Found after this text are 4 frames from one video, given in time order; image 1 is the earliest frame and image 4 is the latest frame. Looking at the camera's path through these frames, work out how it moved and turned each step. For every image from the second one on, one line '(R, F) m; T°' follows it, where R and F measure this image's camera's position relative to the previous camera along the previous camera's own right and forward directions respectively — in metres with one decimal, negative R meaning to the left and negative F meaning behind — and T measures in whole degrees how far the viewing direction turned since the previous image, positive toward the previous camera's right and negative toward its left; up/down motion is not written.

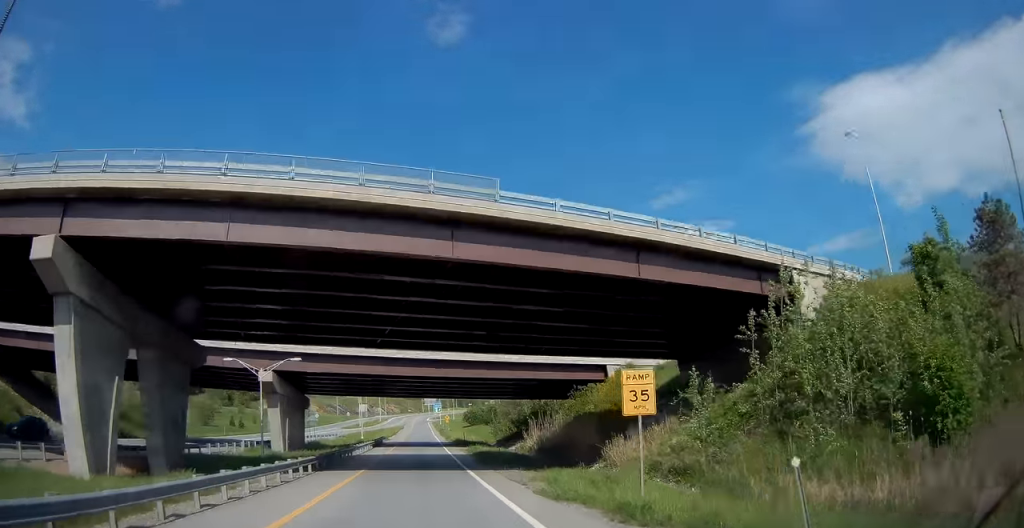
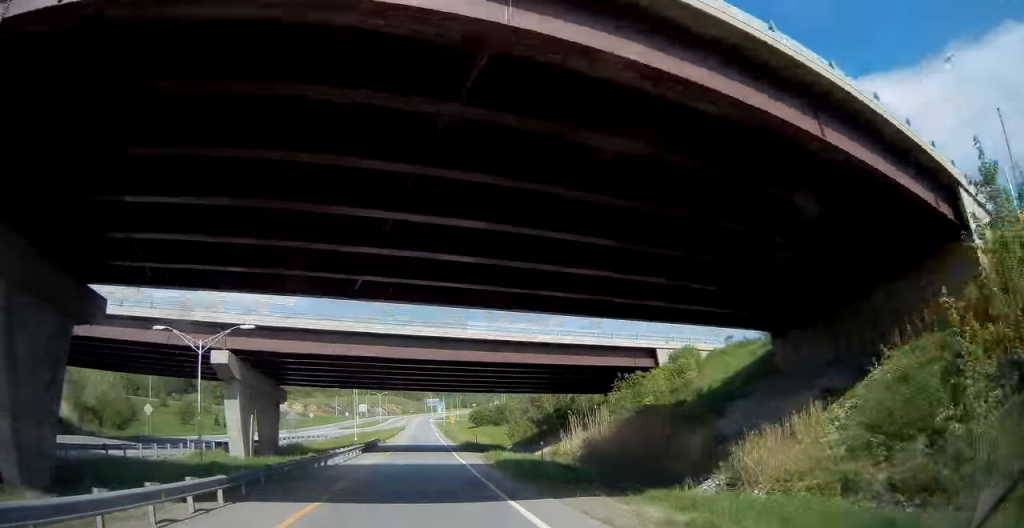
(-0.1, +12.1) m; 0°
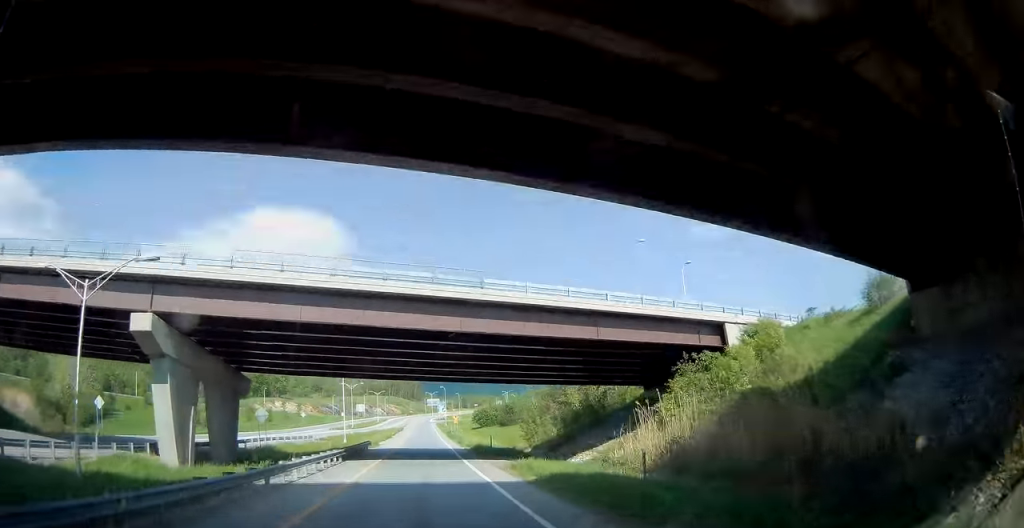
(0.0, +11.3) m; 0°
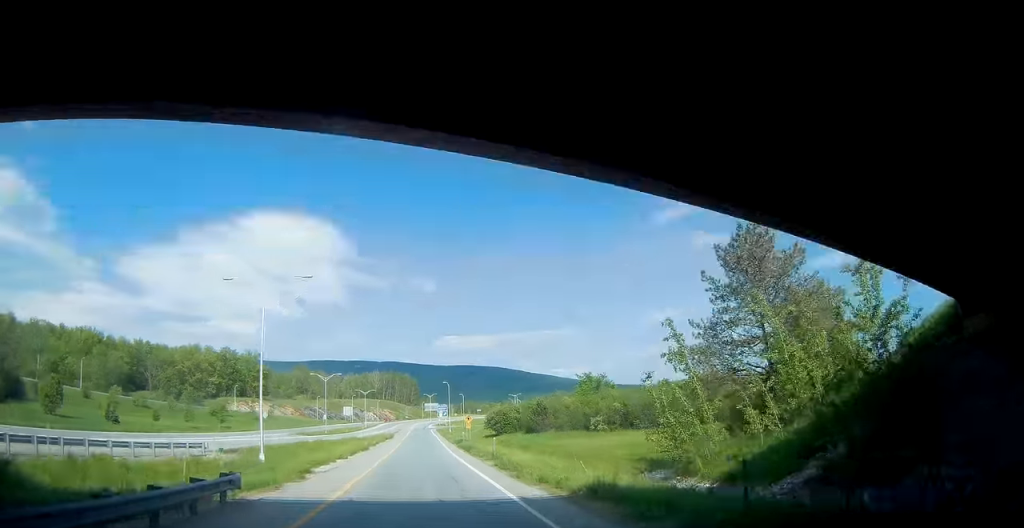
(-0.1, +35.2) m; 0°
